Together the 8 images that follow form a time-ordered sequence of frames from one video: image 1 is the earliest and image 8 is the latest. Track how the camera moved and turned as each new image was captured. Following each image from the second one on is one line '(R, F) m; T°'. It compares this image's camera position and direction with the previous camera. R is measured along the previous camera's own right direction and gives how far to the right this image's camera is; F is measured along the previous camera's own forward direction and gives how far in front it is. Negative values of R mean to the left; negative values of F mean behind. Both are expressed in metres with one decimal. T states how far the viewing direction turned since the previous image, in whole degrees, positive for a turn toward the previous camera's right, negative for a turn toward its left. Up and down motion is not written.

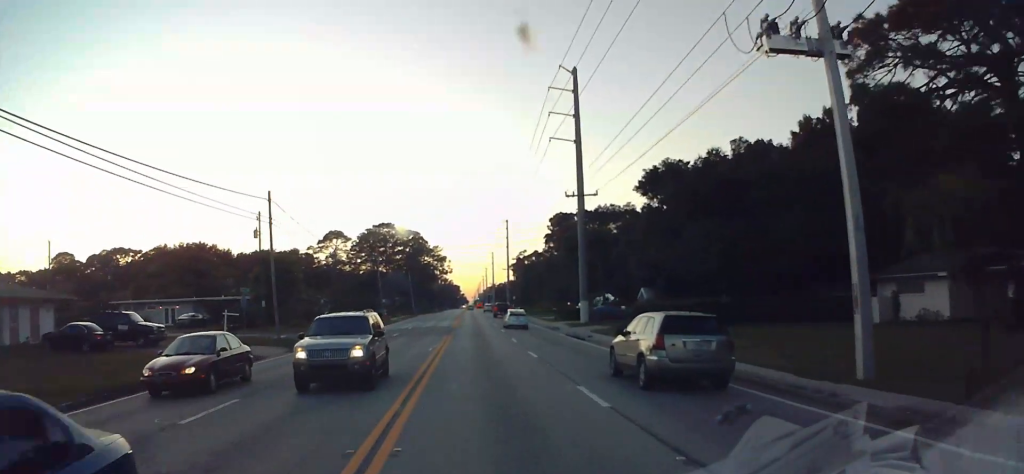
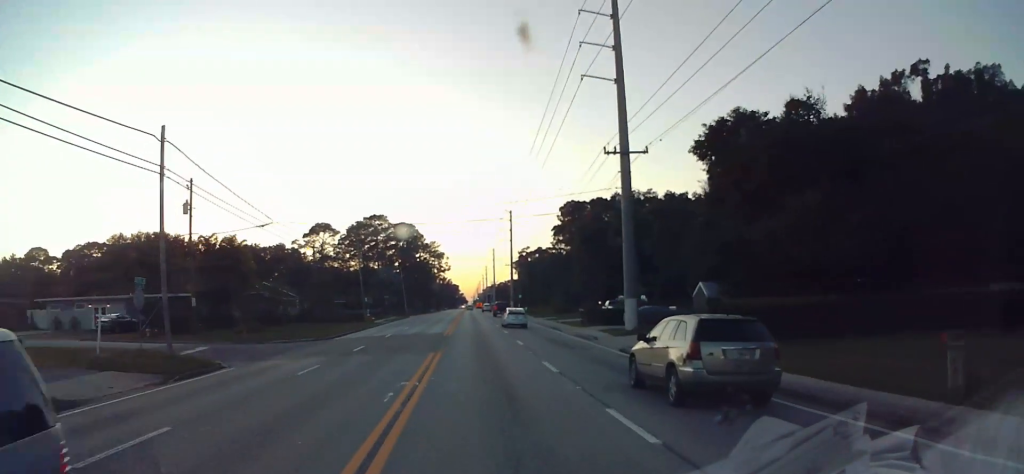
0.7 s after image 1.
(-0.1, +15.7) m; 0°
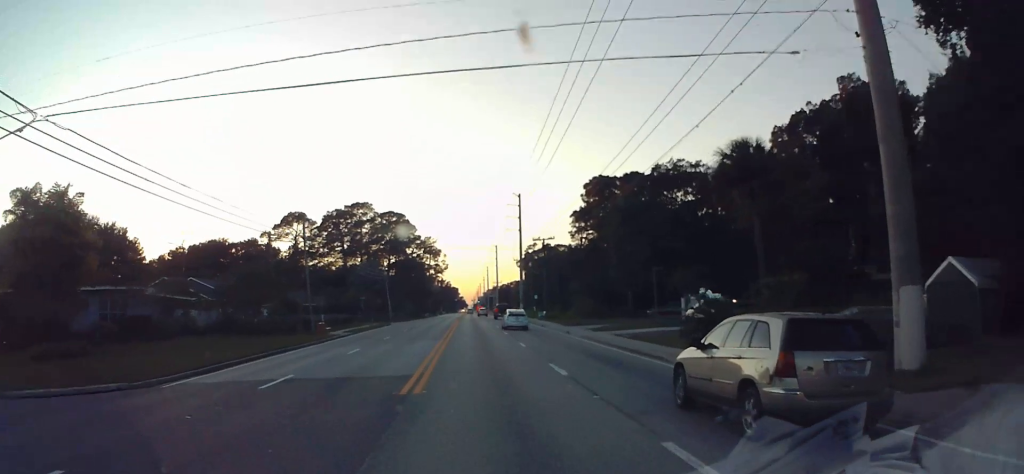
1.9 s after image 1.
(+0.4, +26.0) m; +1°
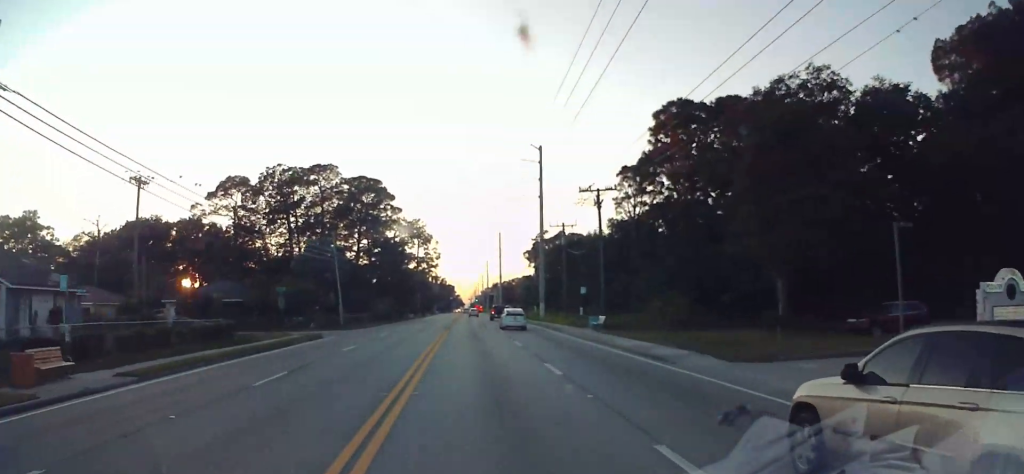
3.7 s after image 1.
(-0.5, +37.6) m; -2°
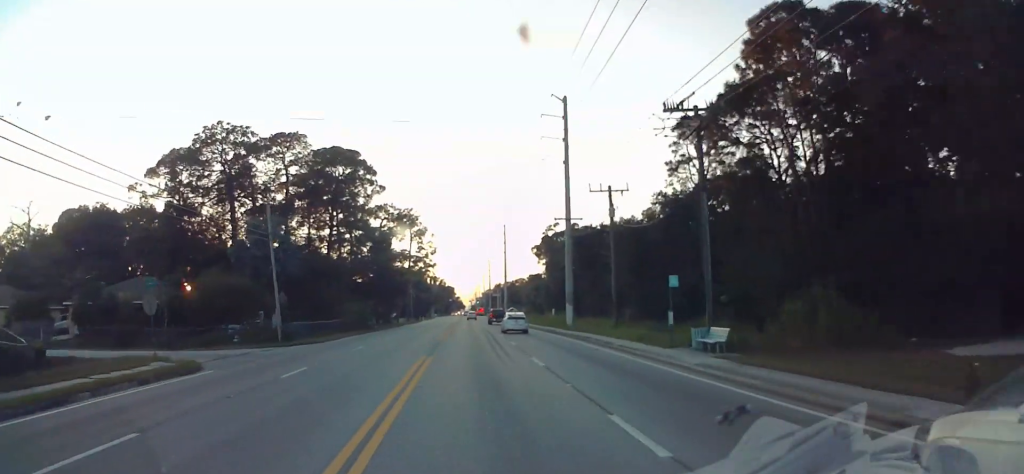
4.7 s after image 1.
(0.0, +22.3) m; 0°
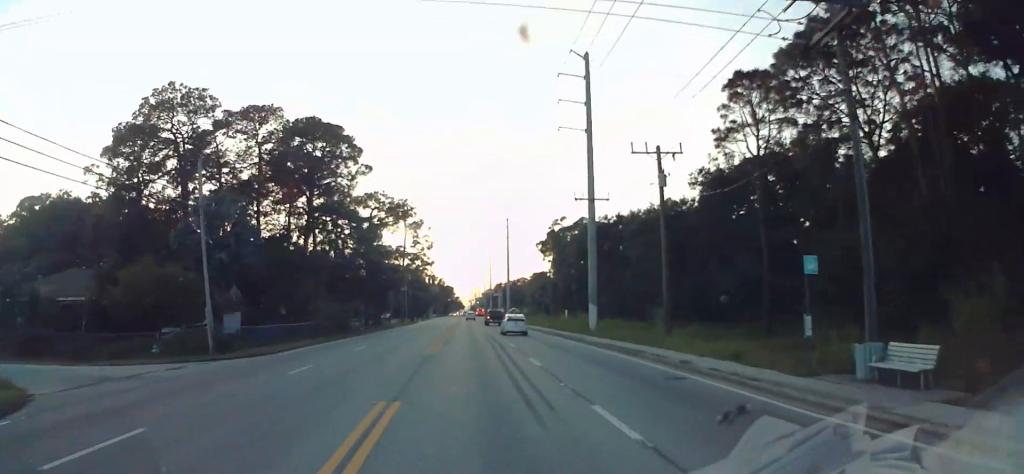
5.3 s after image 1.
(0.0, +12.2) m; 0°
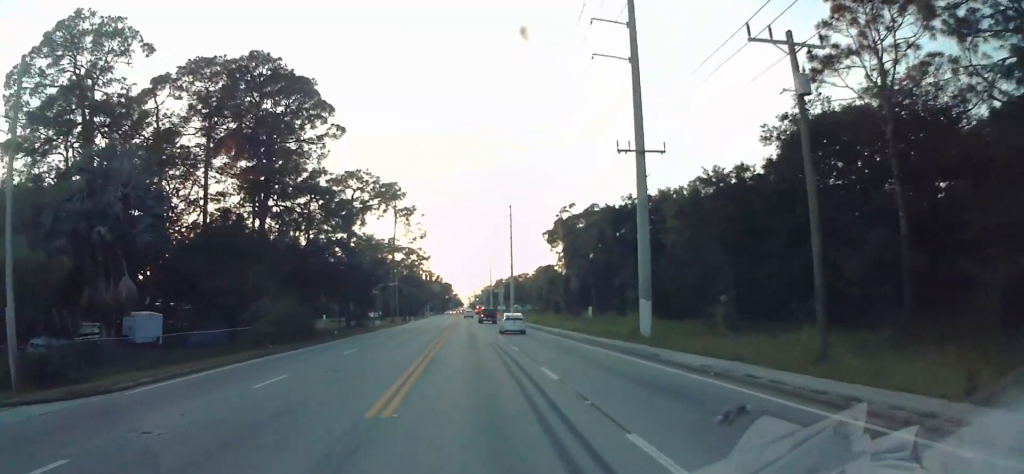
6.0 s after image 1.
(0.0, +15.4) m; 0°
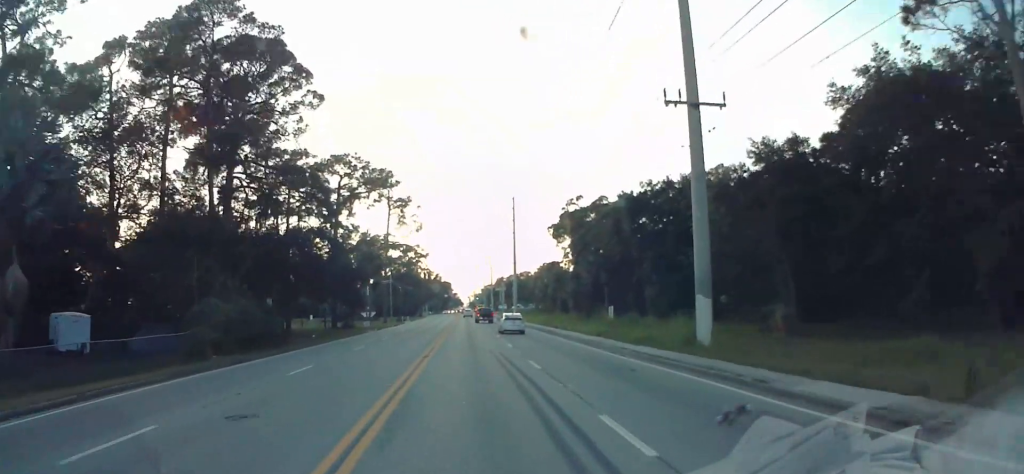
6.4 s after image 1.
(0.0, +9.1) m; 0°
